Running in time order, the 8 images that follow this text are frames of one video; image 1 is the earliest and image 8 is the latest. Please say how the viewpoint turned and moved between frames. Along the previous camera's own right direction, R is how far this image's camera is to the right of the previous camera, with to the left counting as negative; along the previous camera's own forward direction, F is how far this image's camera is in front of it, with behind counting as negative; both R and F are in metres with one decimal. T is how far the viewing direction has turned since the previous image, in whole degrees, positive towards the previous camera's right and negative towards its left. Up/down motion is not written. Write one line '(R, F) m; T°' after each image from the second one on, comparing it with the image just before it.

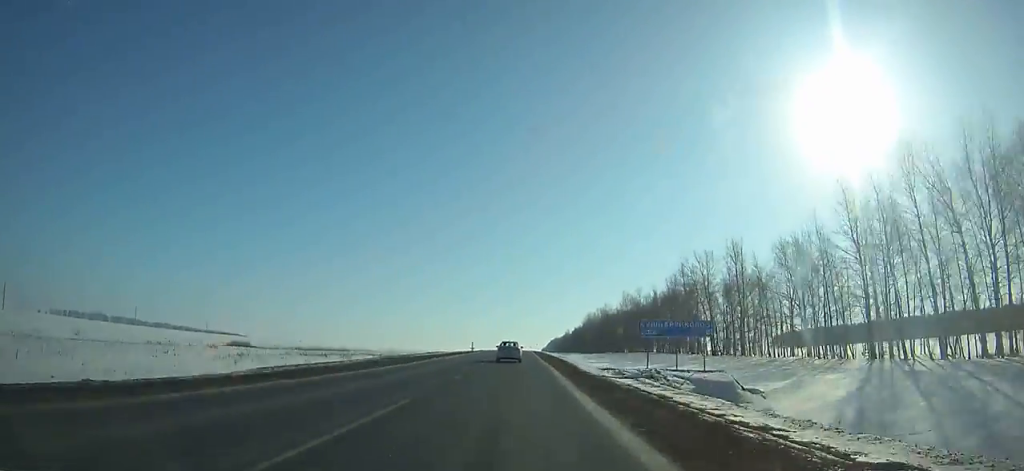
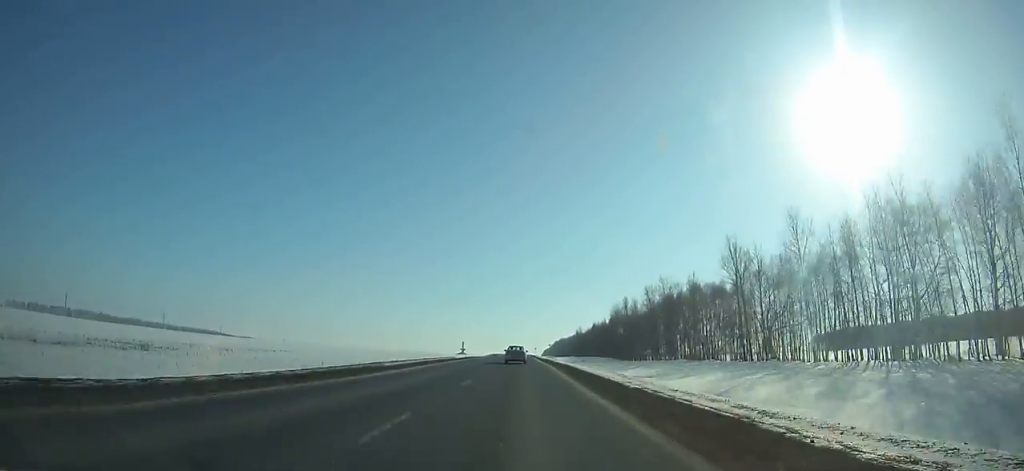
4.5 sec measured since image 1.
(-0.1, +108.4) m; 0°
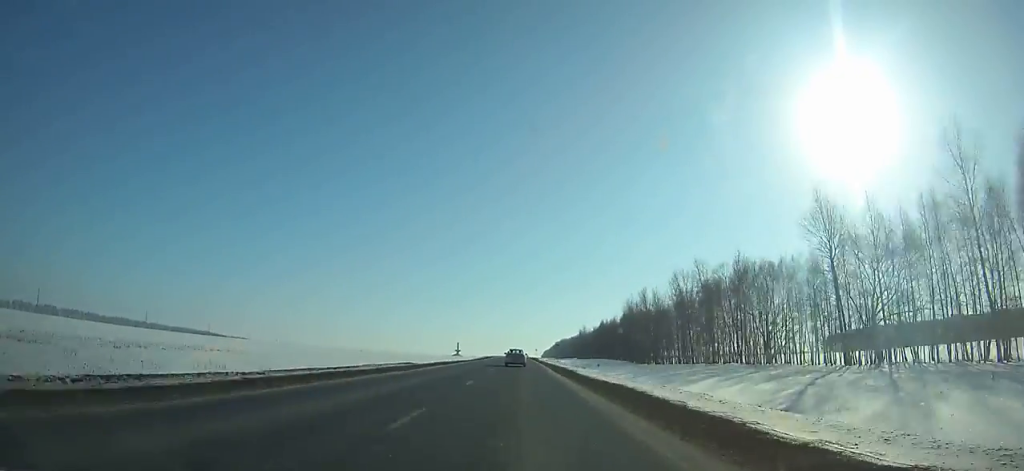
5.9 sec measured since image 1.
(+0.1, +34.0) m; 0°
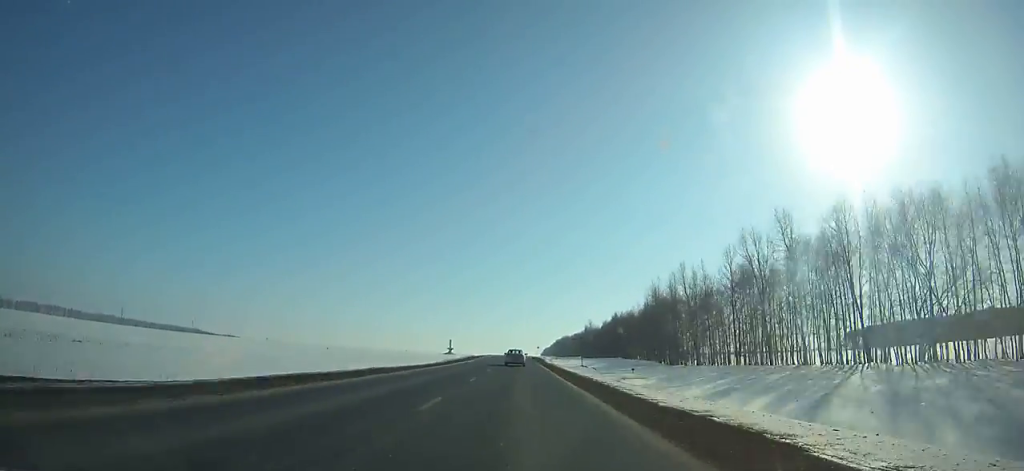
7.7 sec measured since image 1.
(0.0, +43.7) m; 0°
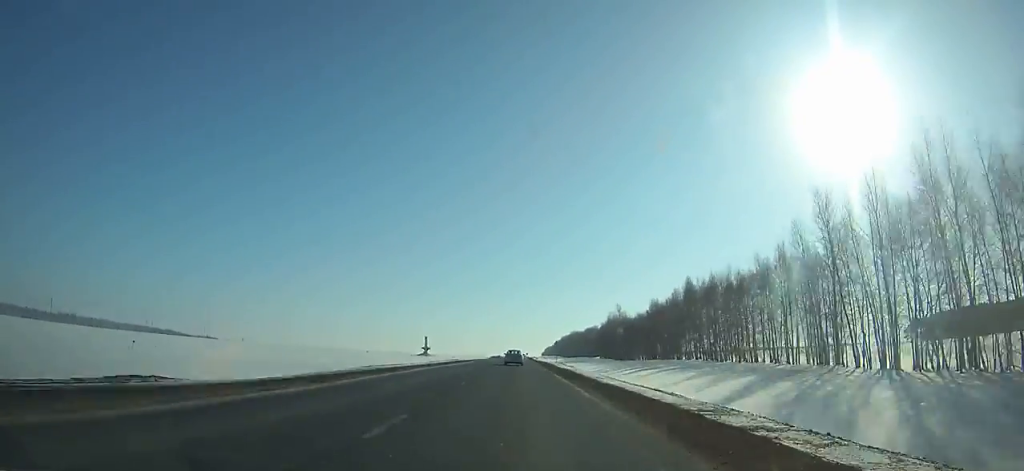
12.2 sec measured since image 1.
(+0.1, +109.4) m; 0°
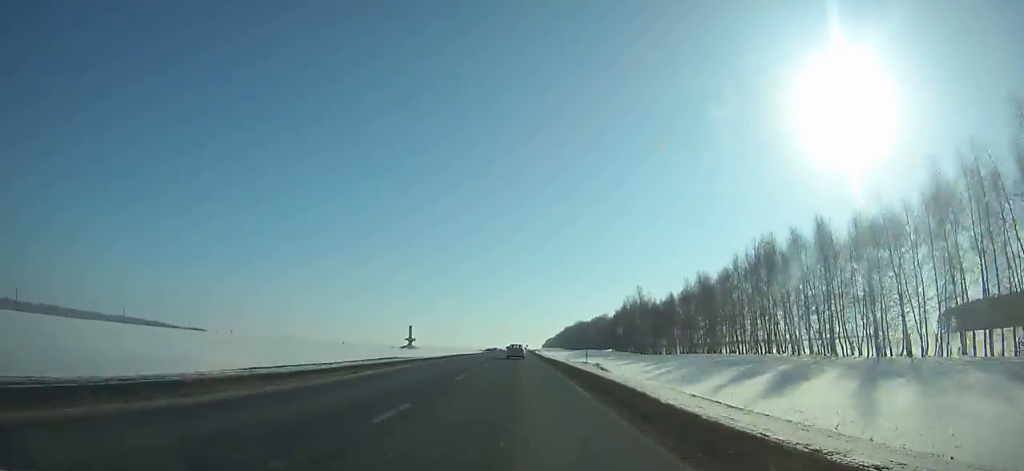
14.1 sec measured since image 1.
(0.0, +46.1) m; 0°
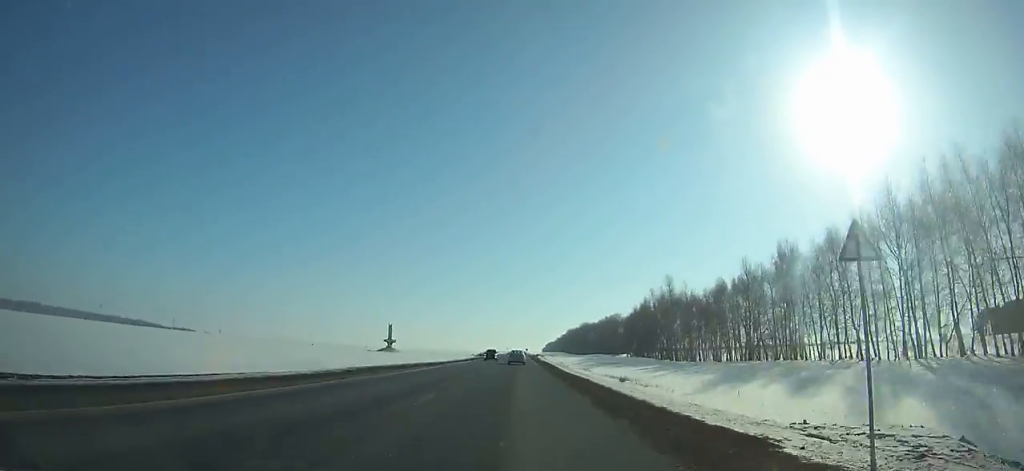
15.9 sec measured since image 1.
(0.0, +43.6) m; 0°
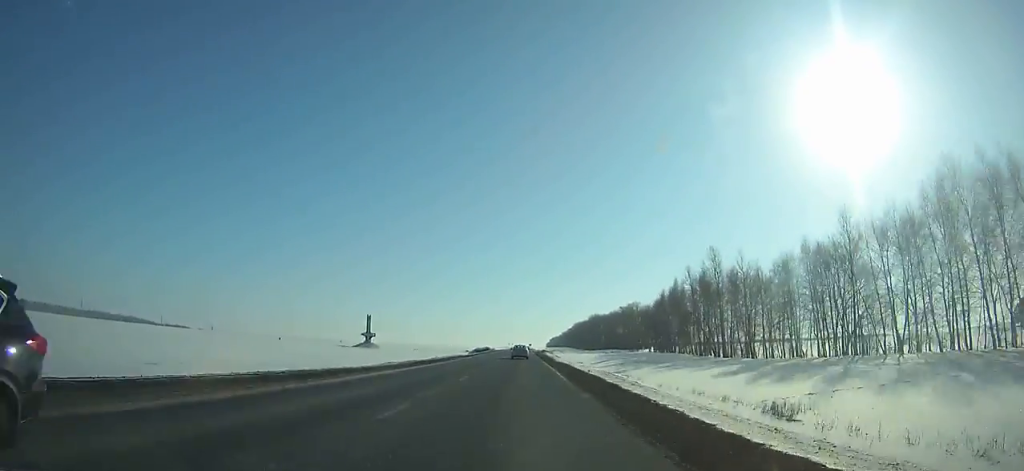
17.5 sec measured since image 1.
(0.0, +38.8) m; 0°
